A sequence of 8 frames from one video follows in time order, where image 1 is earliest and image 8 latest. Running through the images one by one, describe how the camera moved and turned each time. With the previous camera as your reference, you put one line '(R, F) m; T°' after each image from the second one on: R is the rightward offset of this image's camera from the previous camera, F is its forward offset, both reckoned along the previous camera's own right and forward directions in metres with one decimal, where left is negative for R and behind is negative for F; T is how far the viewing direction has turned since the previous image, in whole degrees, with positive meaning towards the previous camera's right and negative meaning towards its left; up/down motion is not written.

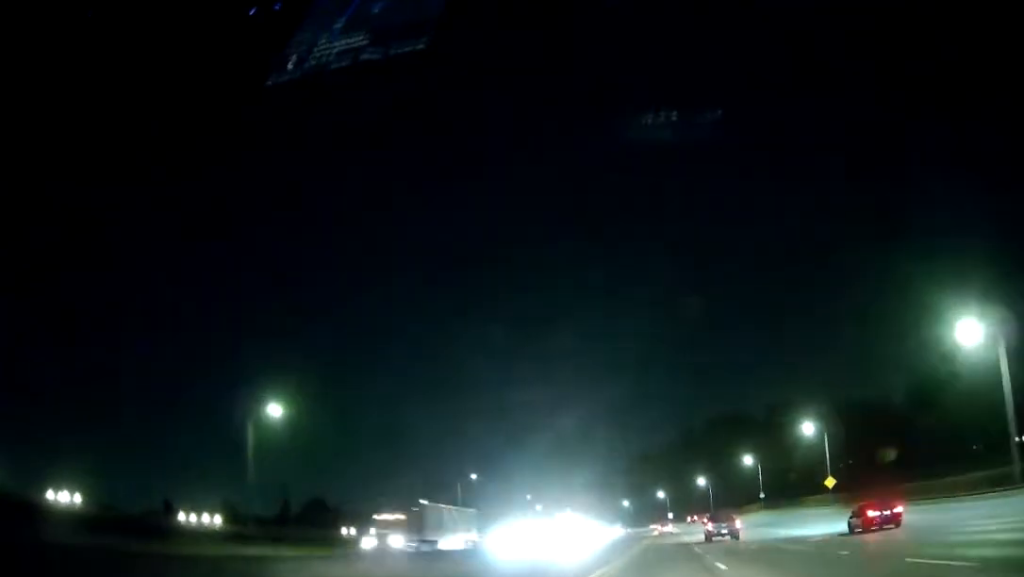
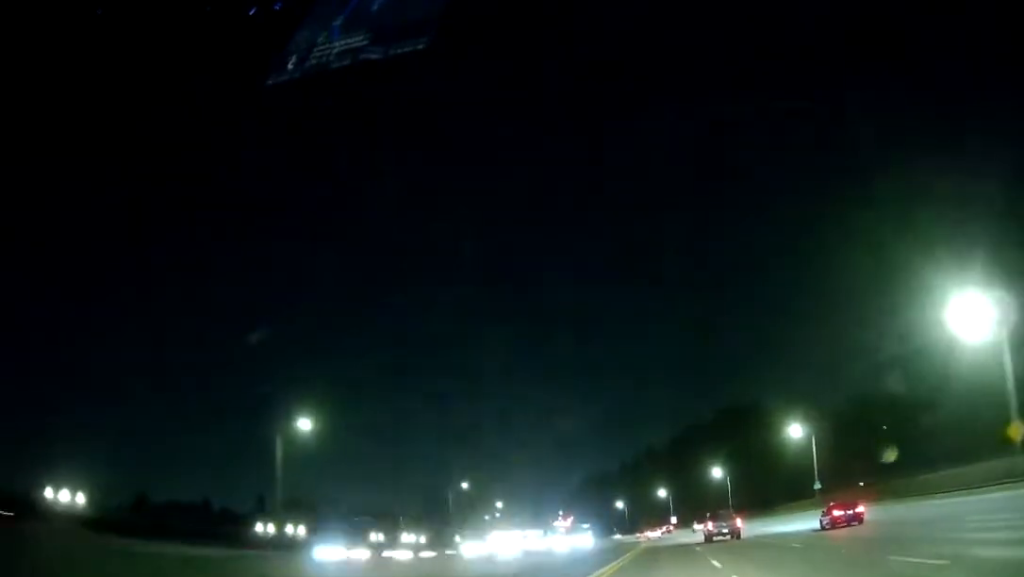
(+0.3, +58.6) m; 0°
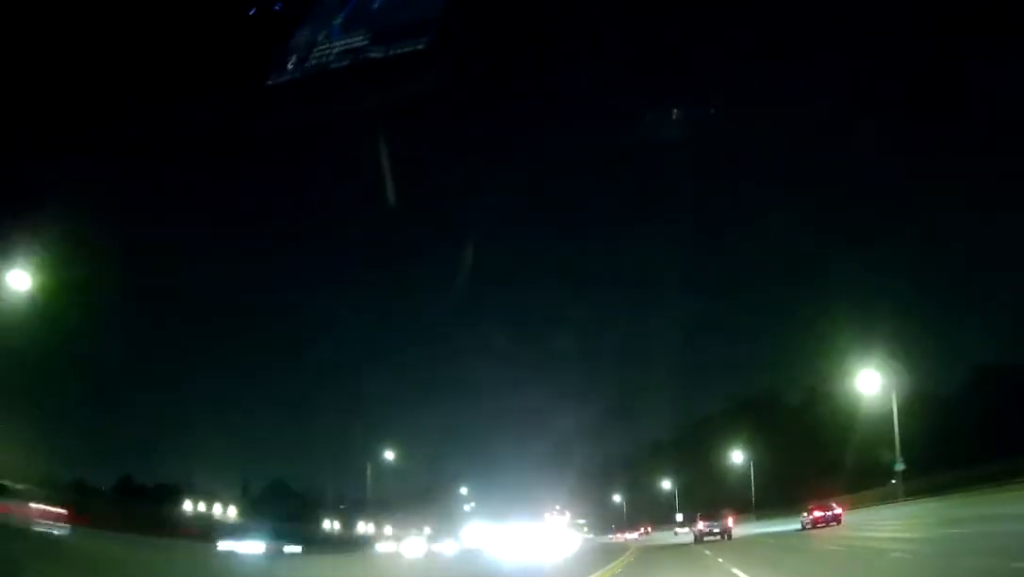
(-0.3, +35.6) m; 0°
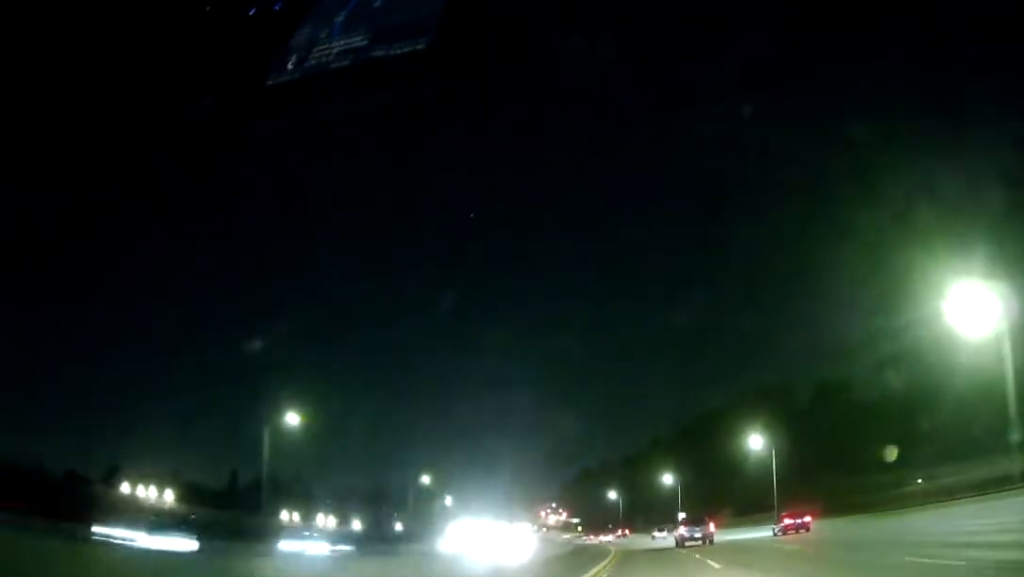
(+0.1, +23.5) m; 0°
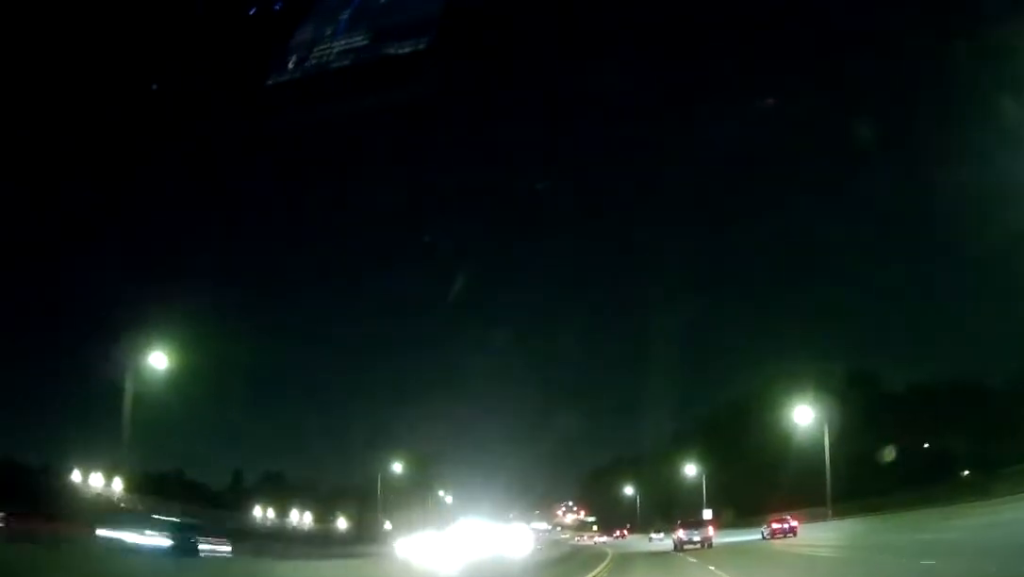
(+0.2, +22.3) m; -1°
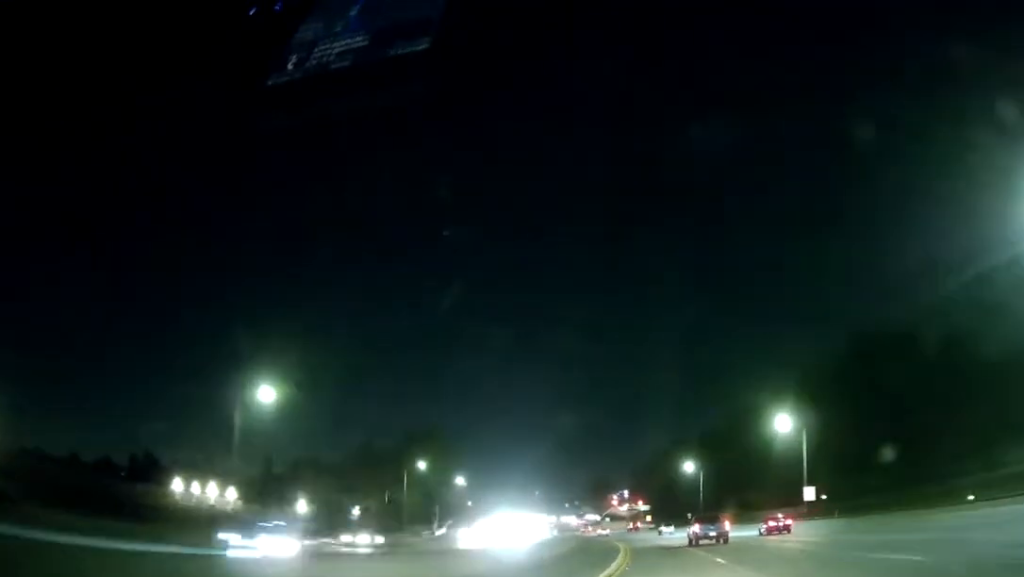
(-1.9, +47.2) m; -4°
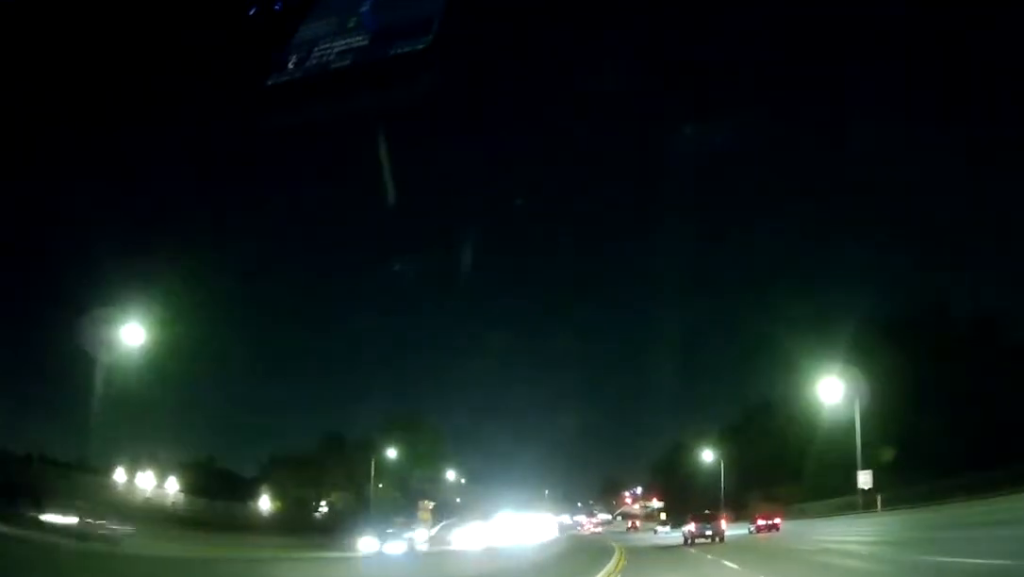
(-0.2, +19.0) m; -1°
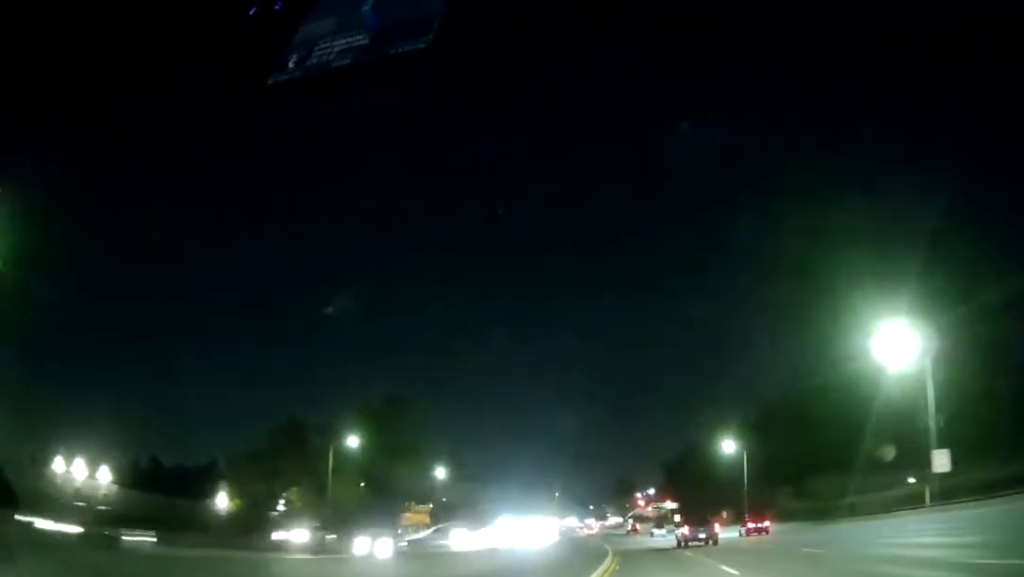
(0.0, +15.9) m; -1°
